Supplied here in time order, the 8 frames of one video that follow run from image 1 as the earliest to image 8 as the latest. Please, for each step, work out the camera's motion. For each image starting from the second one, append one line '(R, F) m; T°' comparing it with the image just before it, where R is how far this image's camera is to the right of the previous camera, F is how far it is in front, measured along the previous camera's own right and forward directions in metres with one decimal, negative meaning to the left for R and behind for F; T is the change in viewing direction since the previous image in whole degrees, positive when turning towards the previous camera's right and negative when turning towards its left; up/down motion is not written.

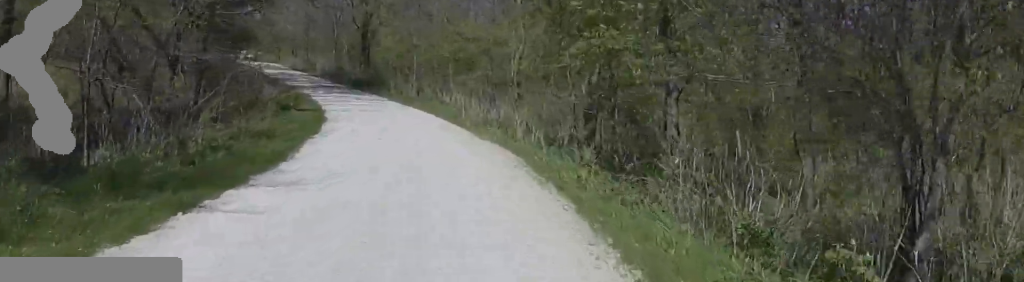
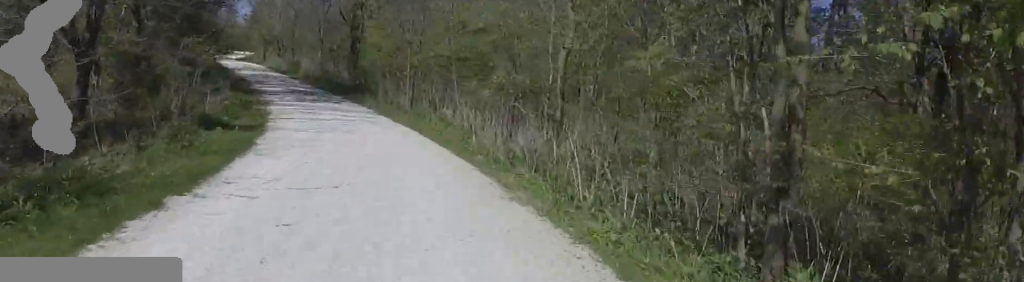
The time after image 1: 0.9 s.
(-0.5, +5.7) m; -9°
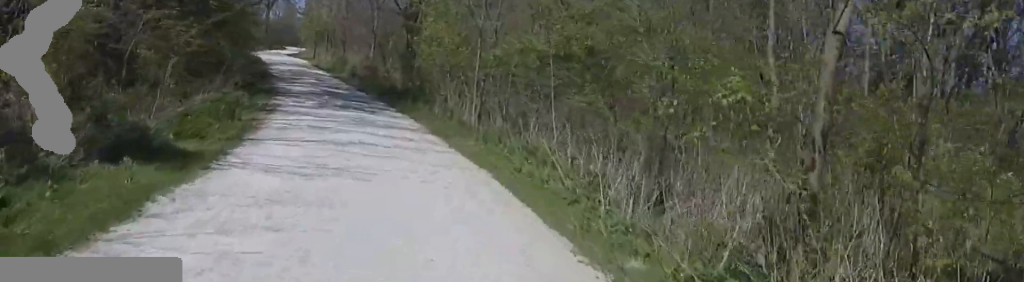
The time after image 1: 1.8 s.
(-0.4, +5.7) m; -7°
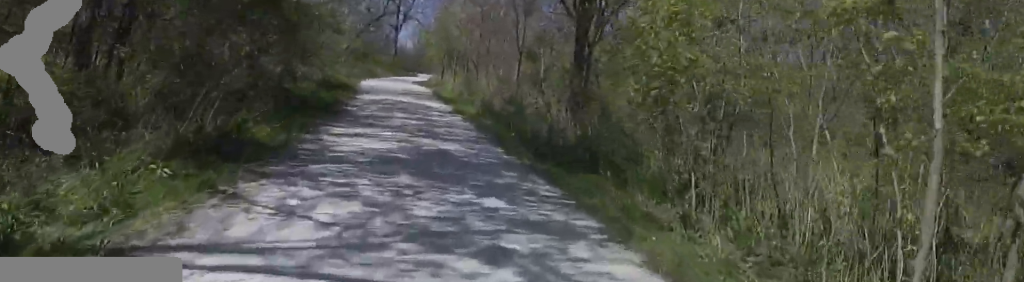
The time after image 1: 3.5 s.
(-0.6, +10.7) m; -1°
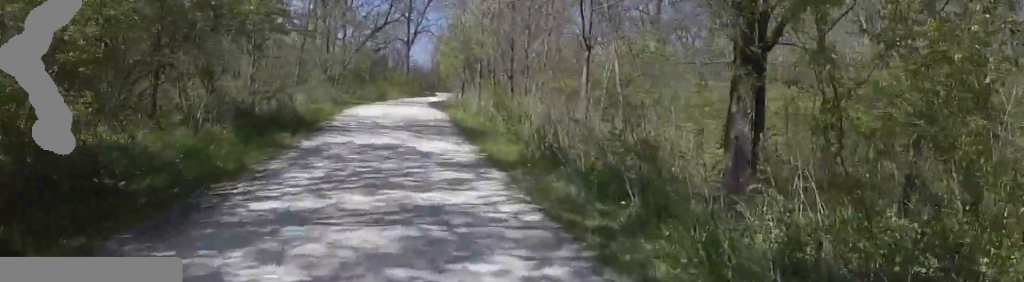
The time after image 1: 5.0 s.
(-0.3, +8.9) m; -3°
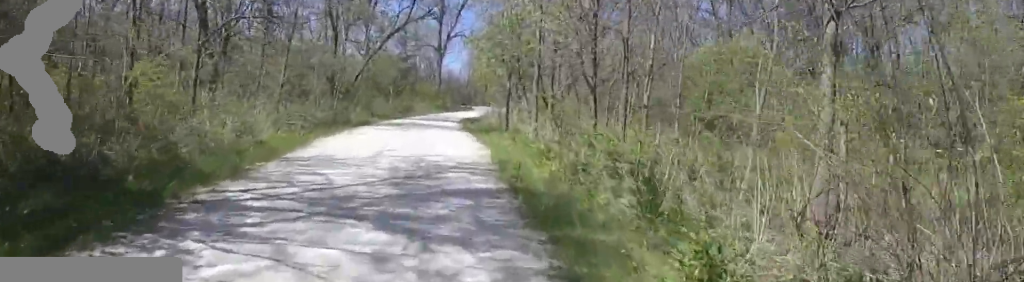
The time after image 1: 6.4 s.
(+0.7, +8.0) m; +1°
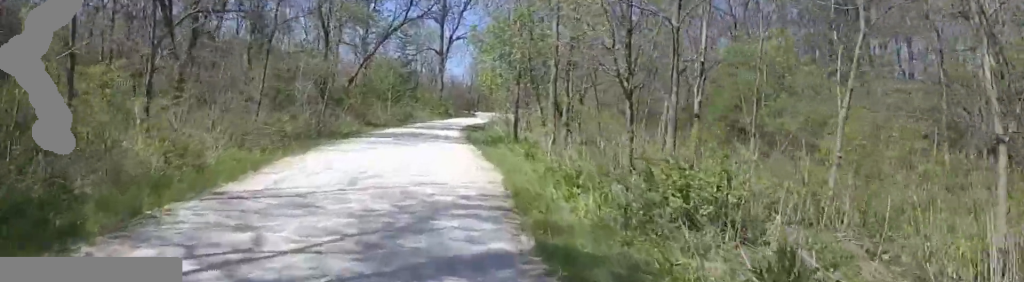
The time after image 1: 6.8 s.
(-0.4, +2.4) m; -5°
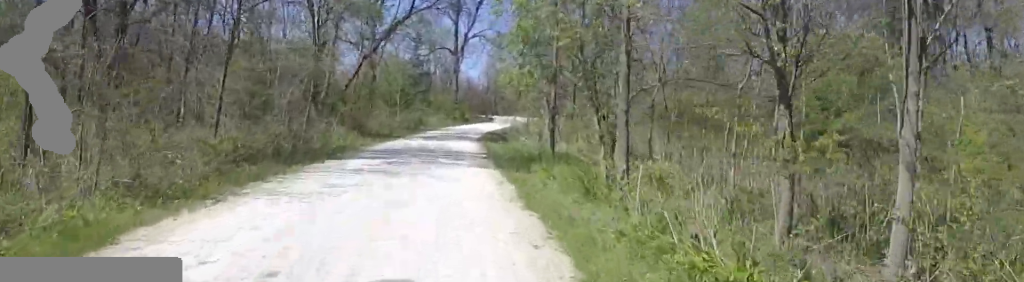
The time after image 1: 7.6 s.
(-0.4, +4.1) m; -6°
